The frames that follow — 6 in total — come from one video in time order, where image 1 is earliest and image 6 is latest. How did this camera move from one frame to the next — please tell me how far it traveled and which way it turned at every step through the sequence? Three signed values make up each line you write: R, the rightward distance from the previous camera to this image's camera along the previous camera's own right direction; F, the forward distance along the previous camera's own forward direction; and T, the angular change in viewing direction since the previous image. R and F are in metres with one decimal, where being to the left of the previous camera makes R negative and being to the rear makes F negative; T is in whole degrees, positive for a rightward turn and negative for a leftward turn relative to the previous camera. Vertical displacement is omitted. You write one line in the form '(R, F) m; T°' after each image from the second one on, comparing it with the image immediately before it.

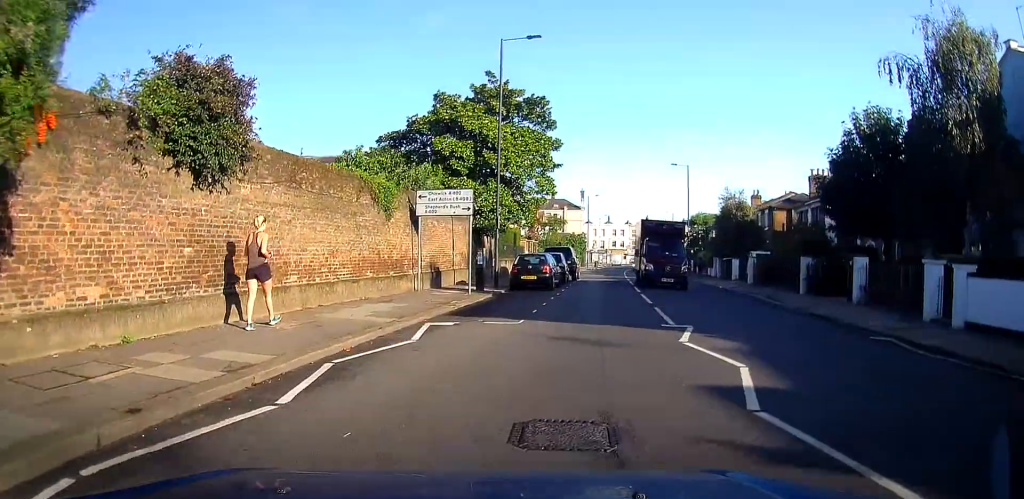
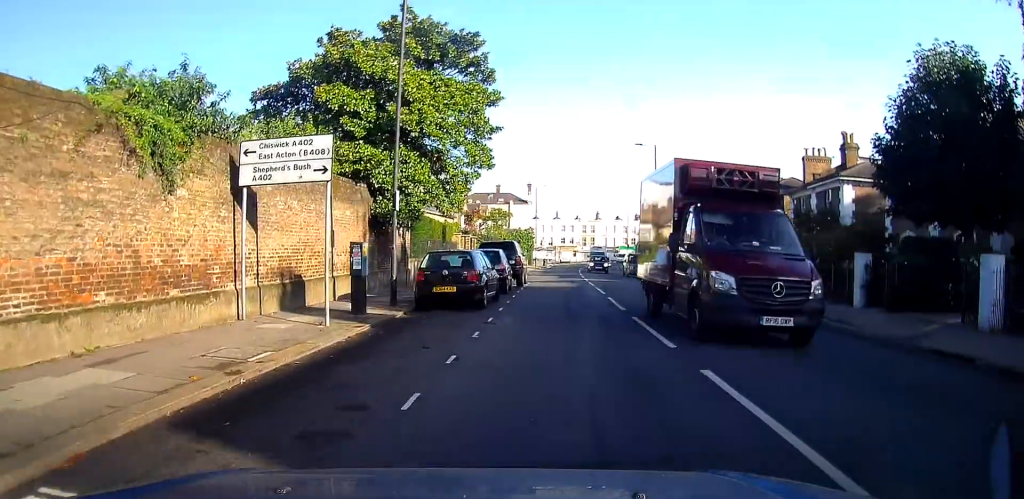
(+0.4, +8.9) m; +5°
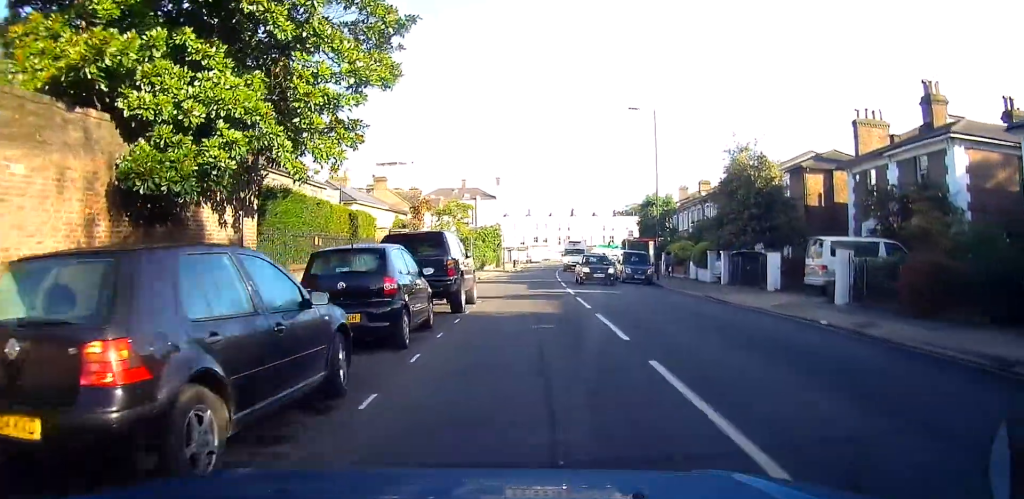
(+0.5, +11.2) m; +3°
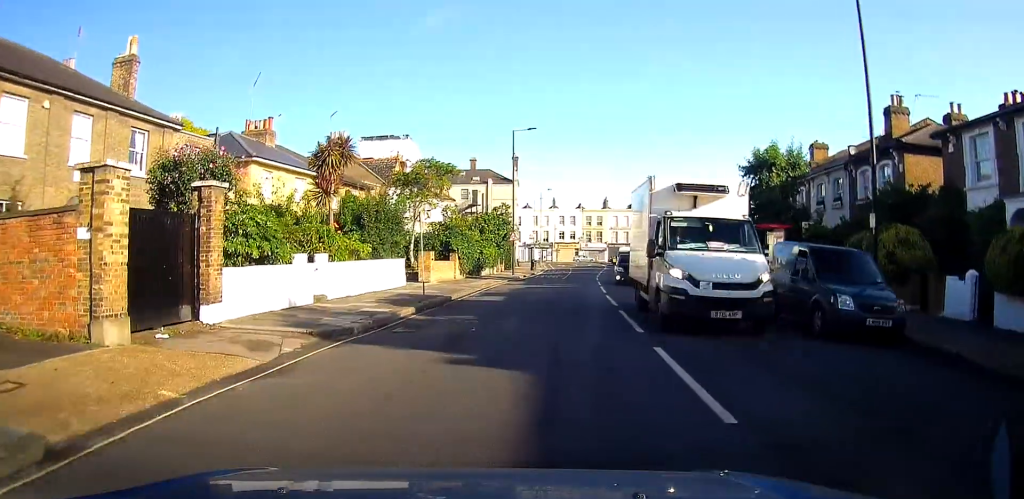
(-0.1, +22.6) m; -2°
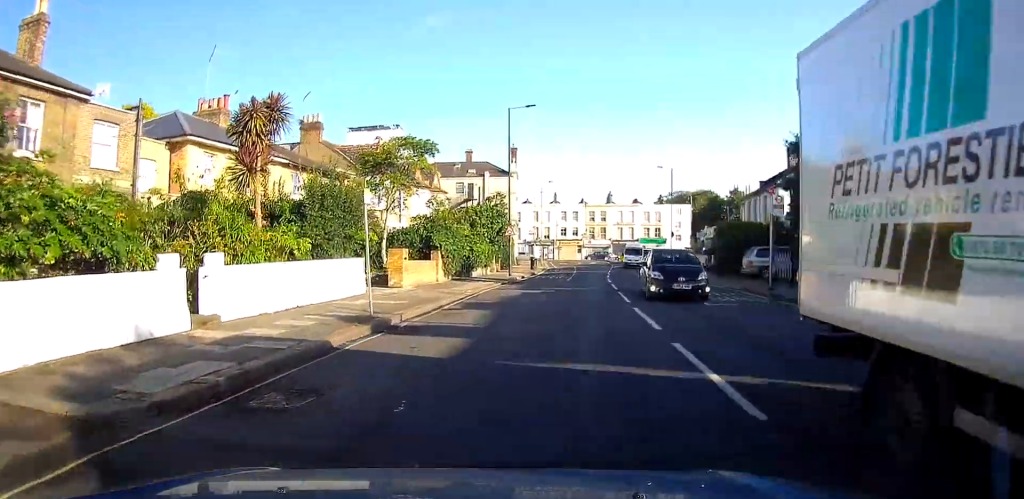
(-0.1, +6.0) m; -1°
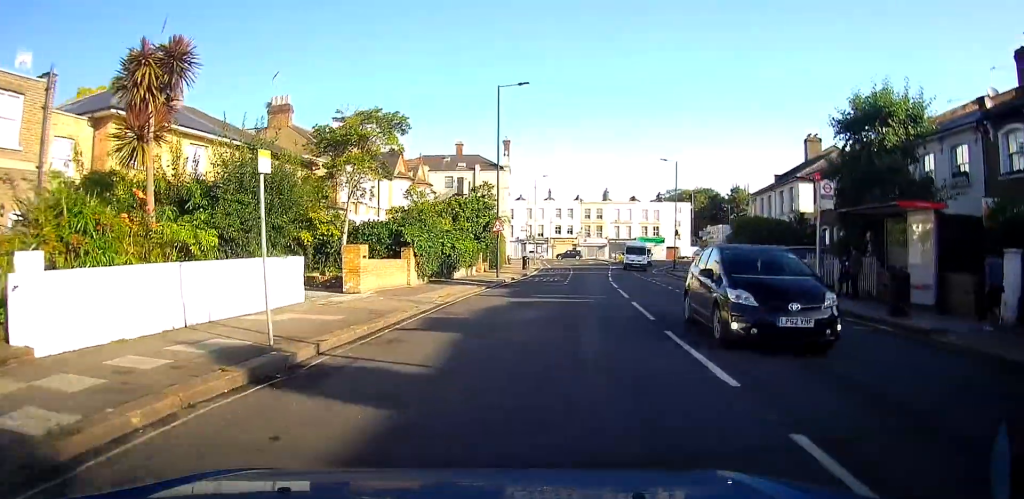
(-0.1, +4.6) m; 0°
